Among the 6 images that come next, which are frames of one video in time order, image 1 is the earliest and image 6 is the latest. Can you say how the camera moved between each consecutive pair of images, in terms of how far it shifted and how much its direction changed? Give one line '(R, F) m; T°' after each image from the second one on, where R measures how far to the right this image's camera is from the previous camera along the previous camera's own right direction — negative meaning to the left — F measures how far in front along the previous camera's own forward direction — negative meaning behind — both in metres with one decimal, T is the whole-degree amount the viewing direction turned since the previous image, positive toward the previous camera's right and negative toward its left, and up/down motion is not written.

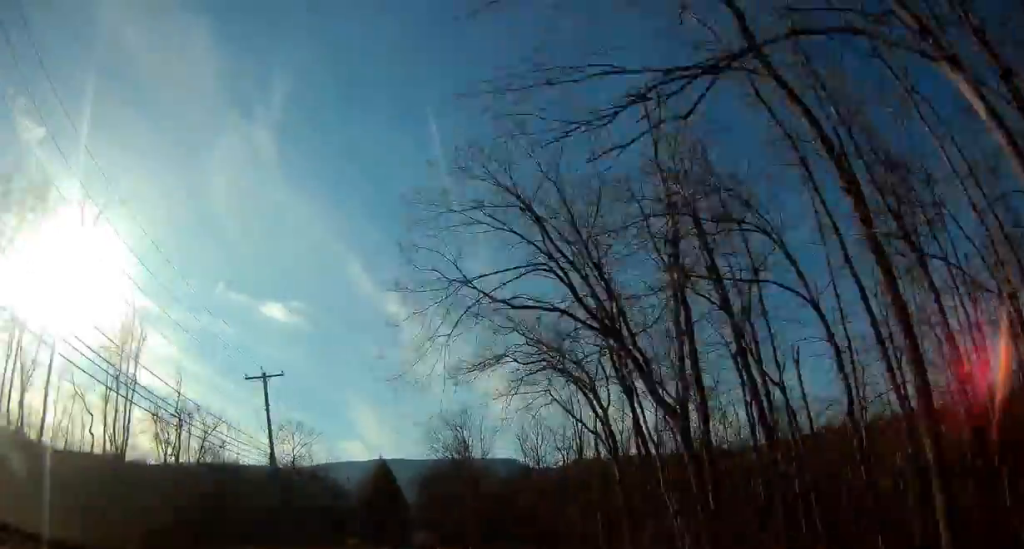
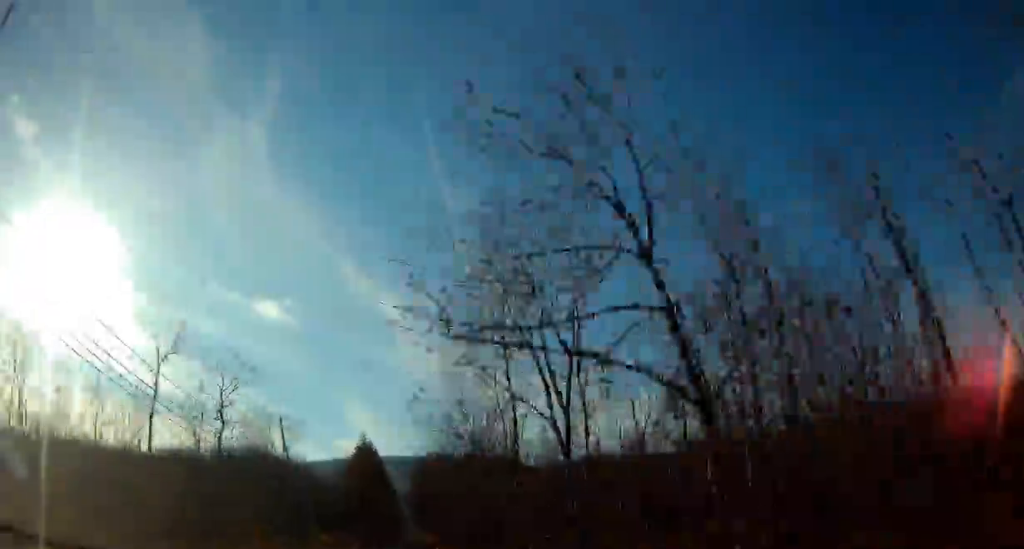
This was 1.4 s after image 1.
(0.0, +33.4) m; 0°
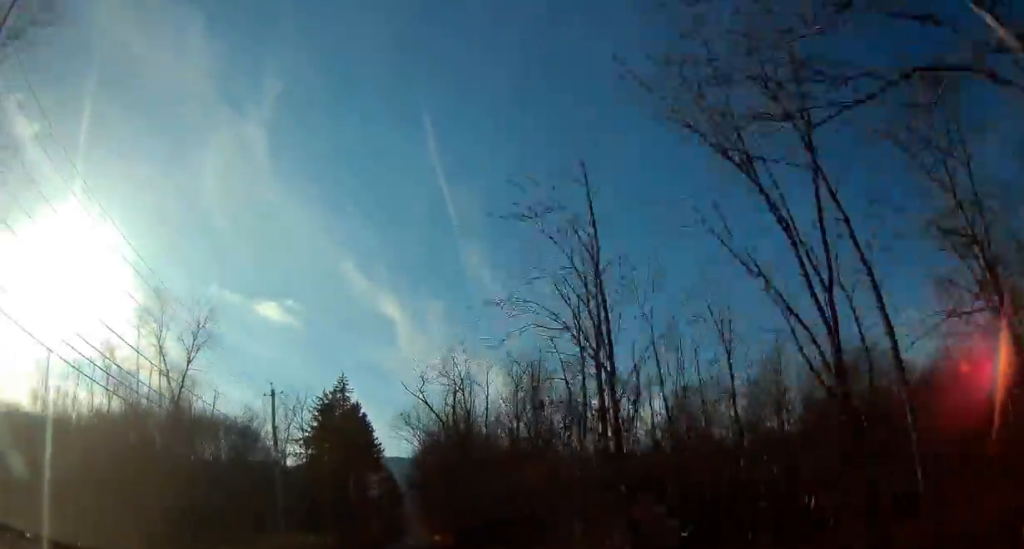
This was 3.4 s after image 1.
(-0.3, +48.5) m; 0°
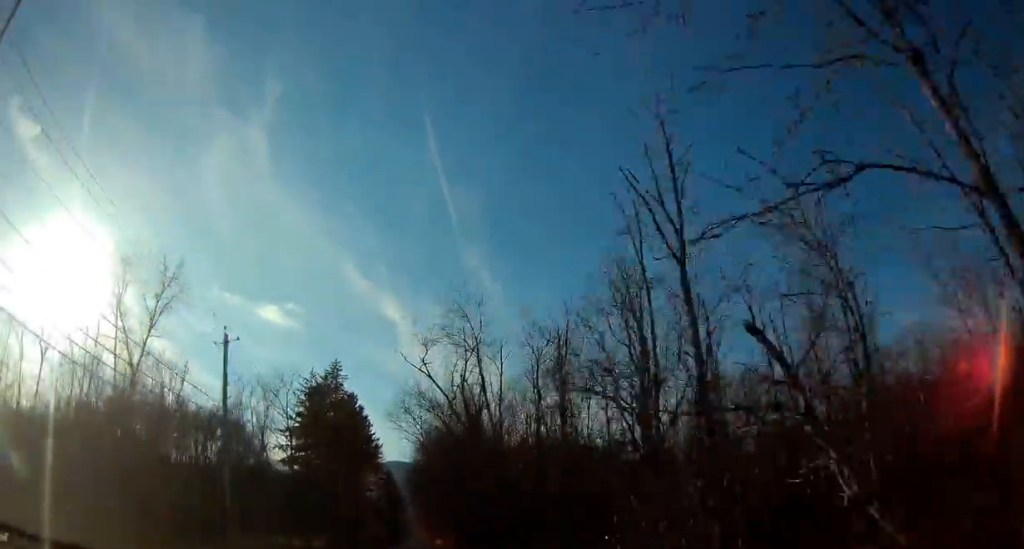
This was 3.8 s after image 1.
(0.0, +9.5) m; 0°
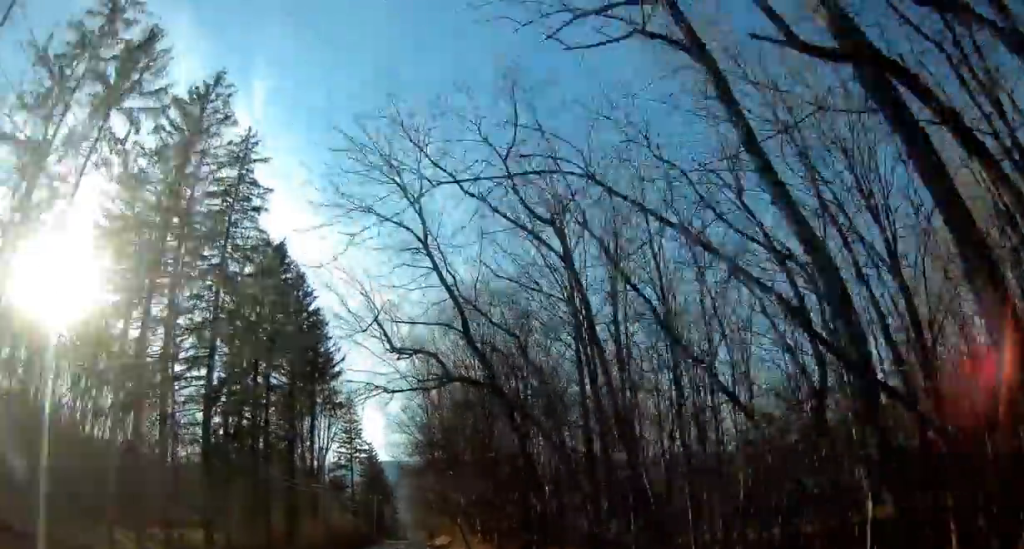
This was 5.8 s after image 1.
(+0.3, +48.4) m; +1°
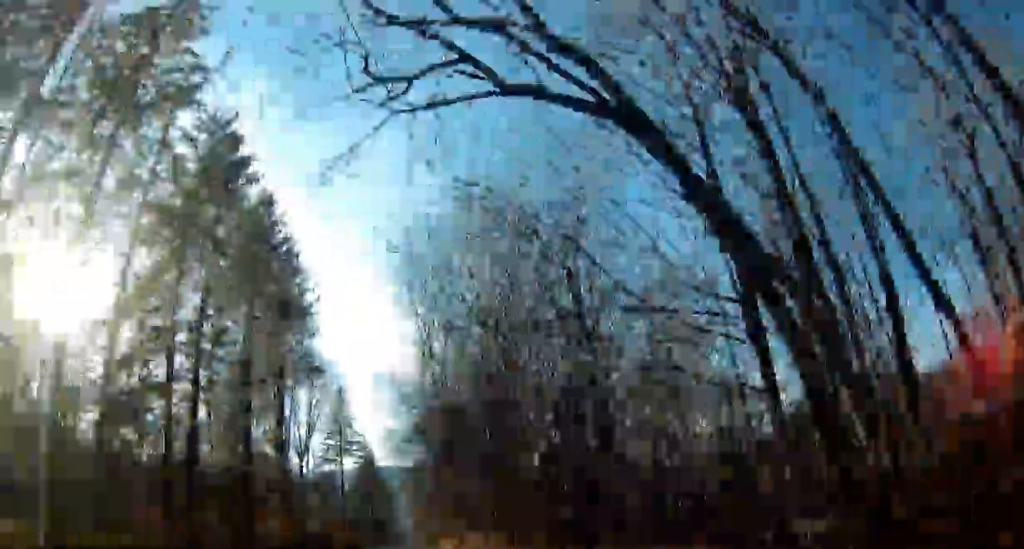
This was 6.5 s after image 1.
(0.0, +15.4) m; 0°
